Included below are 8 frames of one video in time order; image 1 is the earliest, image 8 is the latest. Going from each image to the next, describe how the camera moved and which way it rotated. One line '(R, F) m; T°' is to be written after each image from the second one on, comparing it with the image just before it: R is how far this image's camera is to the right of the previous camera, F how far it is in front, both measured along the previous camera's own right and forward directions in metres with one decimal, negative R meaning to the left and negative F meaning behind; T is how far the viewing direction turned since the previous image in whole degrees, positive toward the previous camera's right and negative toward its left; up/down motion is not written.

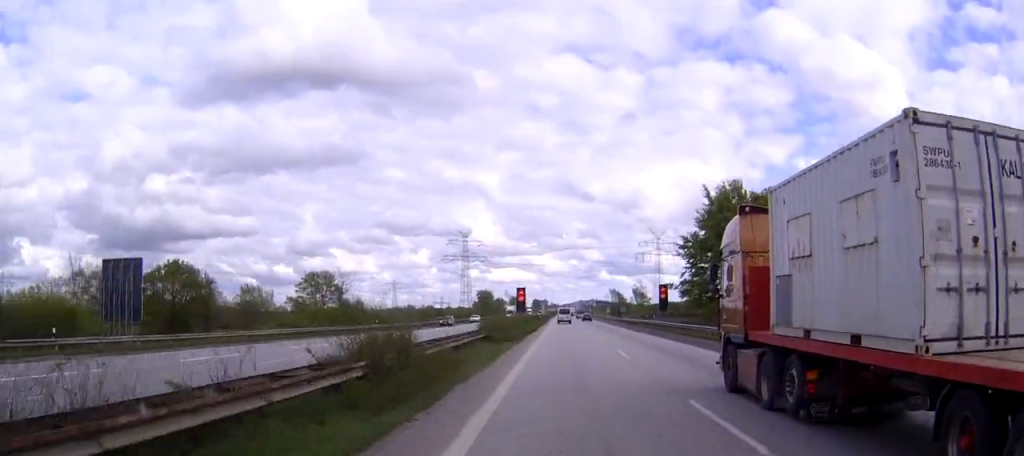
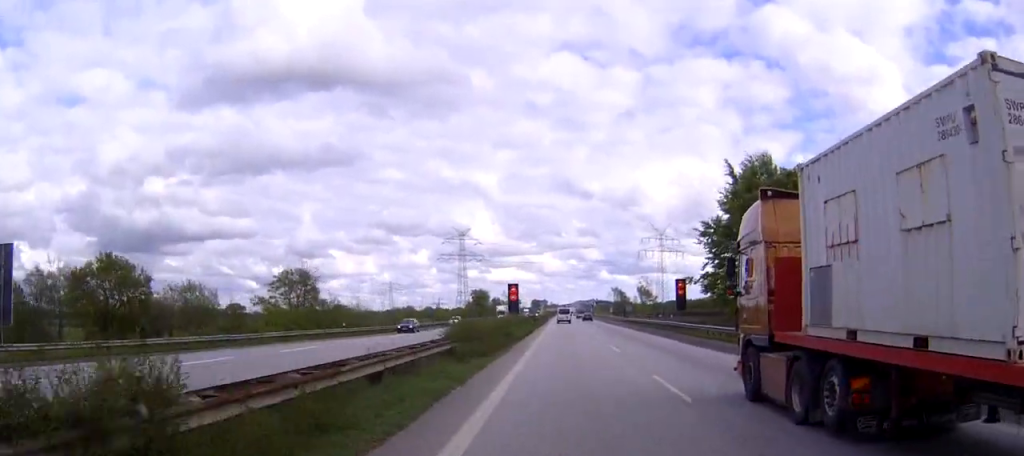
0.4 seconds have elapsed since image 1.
(0.0, +12.5) m; 0°
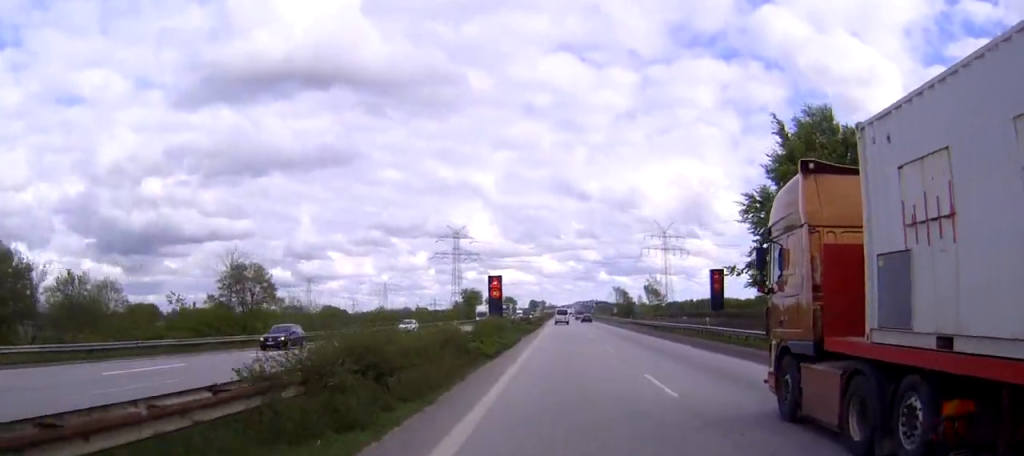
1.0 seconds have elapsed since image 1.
(0.0, +17.3) m; 0°
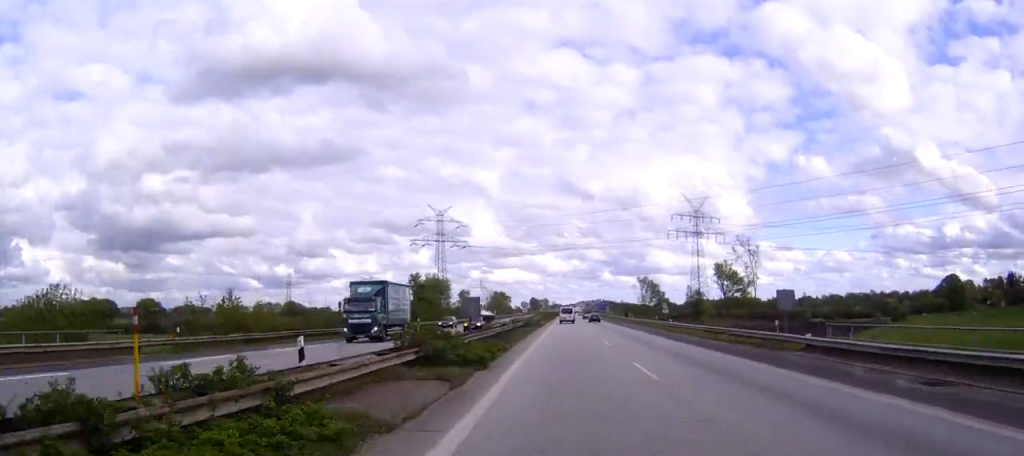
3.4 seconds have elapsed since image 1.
(-0.4, +68.4) m; 0°
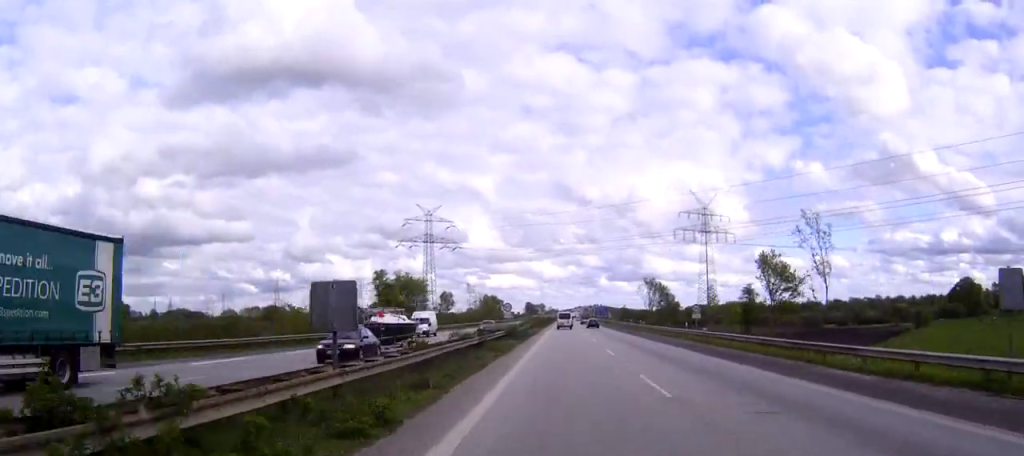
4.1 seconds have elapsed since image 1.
(+0.1, +21.1) m; 0°
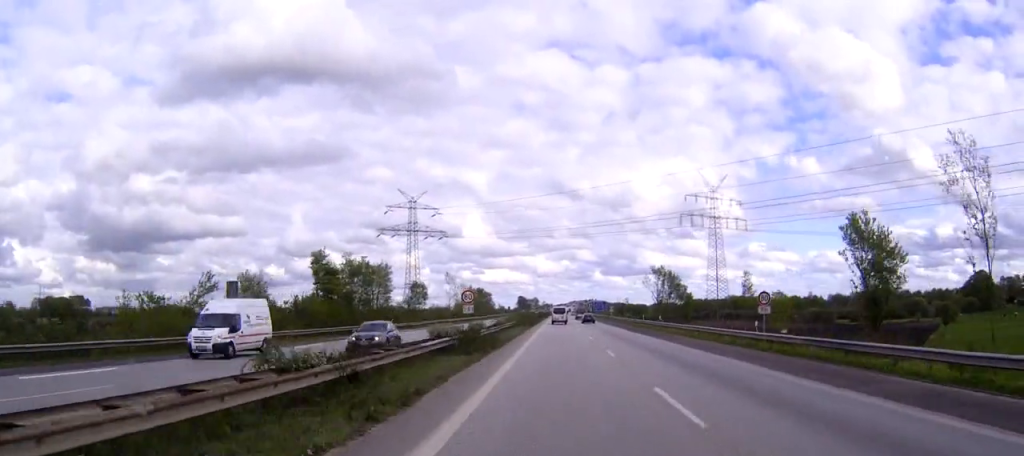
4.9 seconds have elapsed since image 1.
(+0.1, +22.8) m; 0°
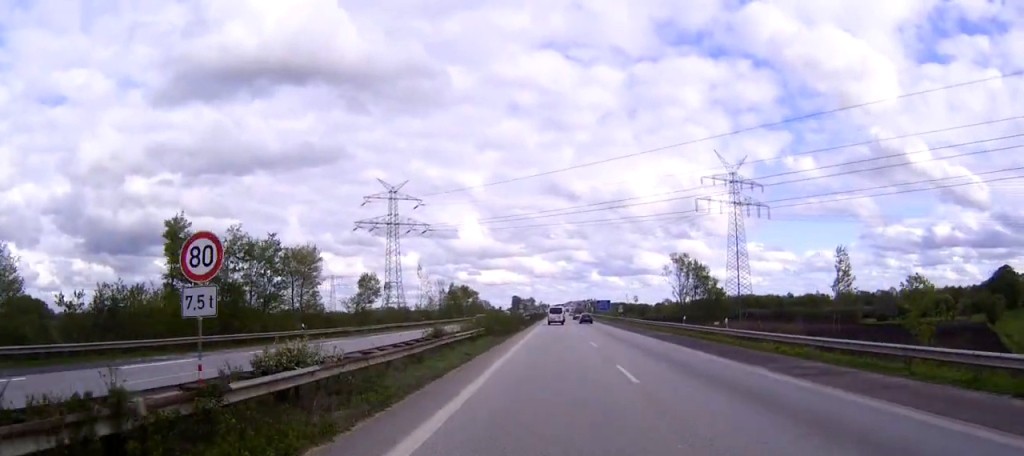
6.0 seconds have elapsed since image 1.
(+0.1, +29.4) m; +1°
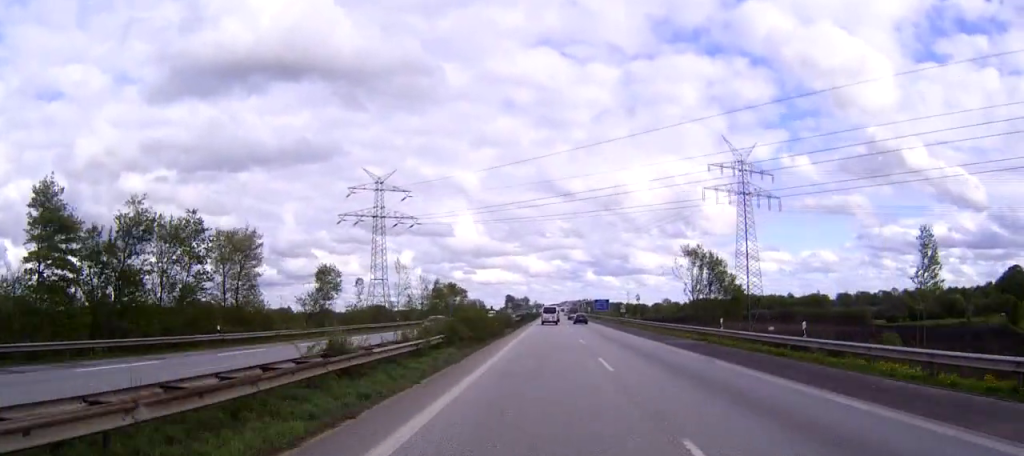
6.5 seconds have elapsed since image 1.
(0.0, +14.2) m; 0°
